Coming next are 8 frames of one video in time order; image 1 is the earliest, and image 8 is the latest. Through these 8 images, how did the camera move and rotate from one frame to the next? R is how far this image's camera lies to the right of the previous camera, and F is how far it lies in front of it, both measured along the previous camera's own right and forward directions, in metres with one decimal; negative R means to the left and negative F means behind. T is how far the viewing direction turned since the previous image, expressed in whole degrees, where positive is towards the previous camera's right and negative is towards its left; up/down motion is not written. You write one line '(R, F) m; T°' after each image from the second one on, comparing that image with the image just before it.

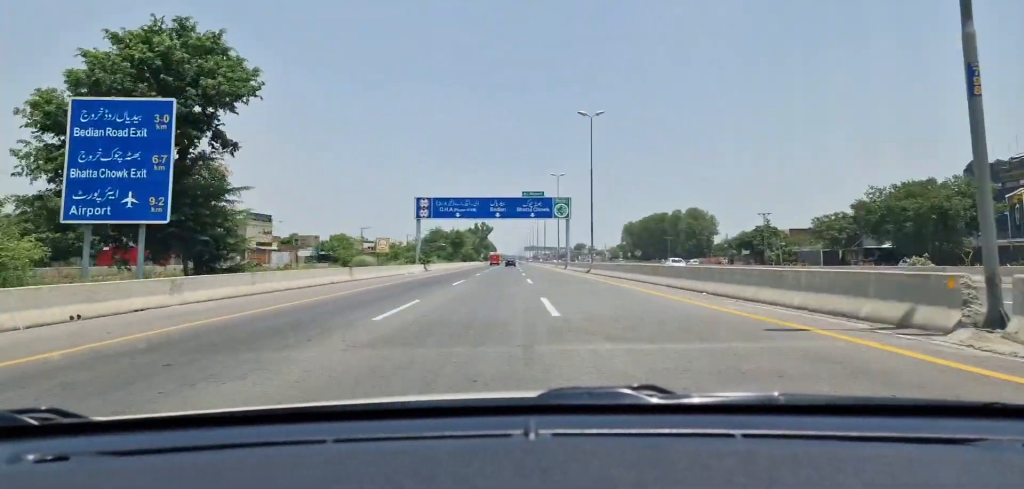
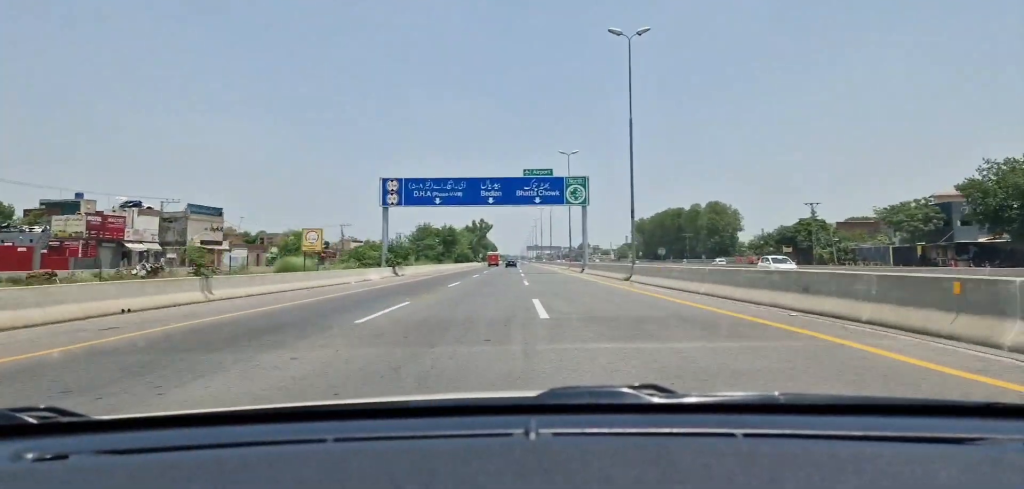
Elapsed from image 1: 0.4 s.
(-0.2, +18.8) m; 0°
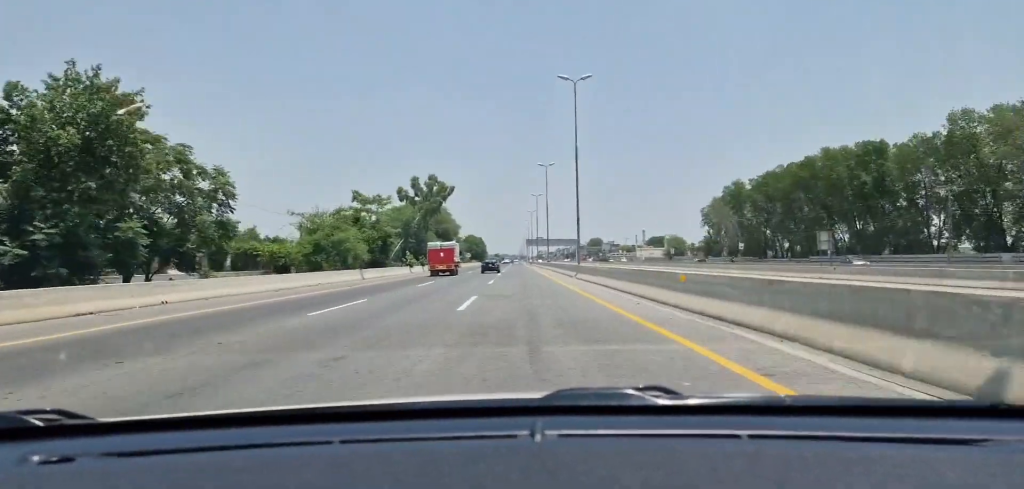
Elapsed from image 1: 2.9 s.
(+0.5, +105.4) m; +1°
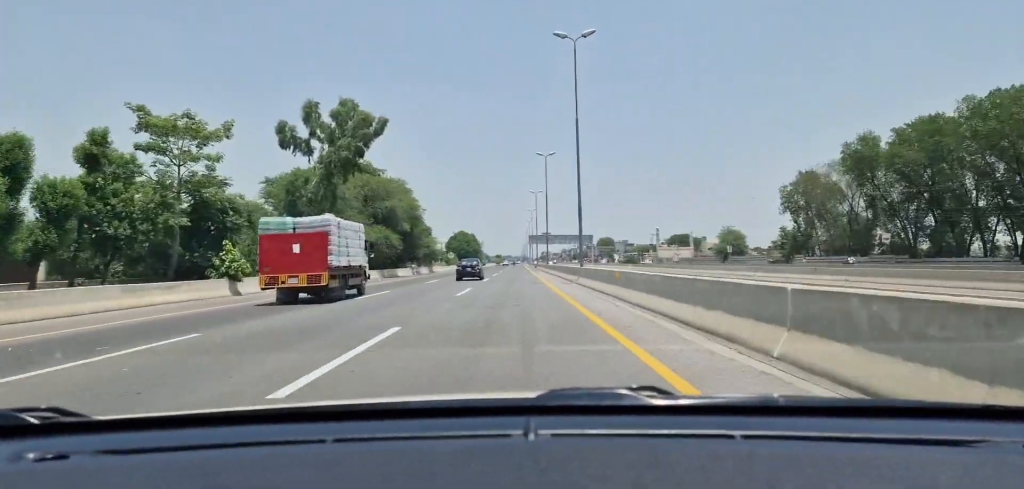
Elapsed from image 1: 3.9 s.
(+0.1, +46.4) m; -1°
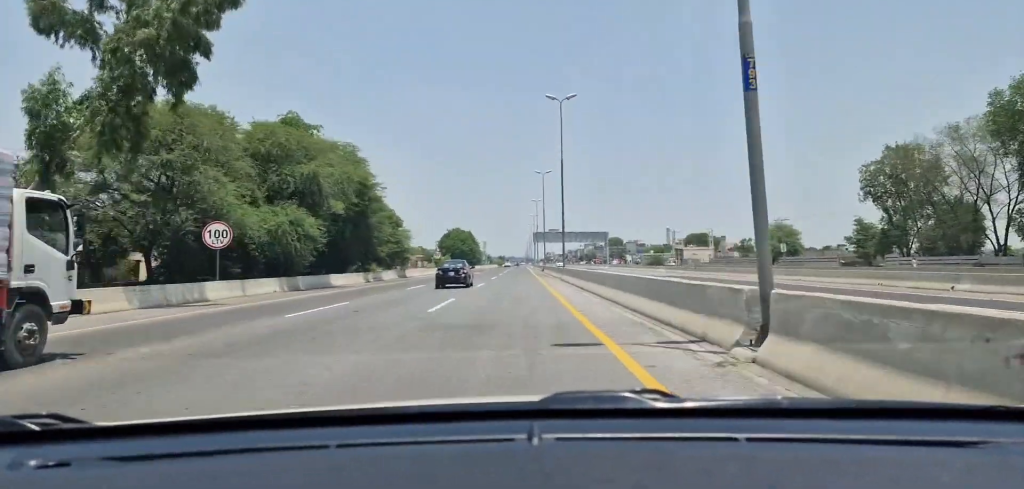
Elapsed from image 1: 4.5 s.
(-0.3, +24.7) m; -1°
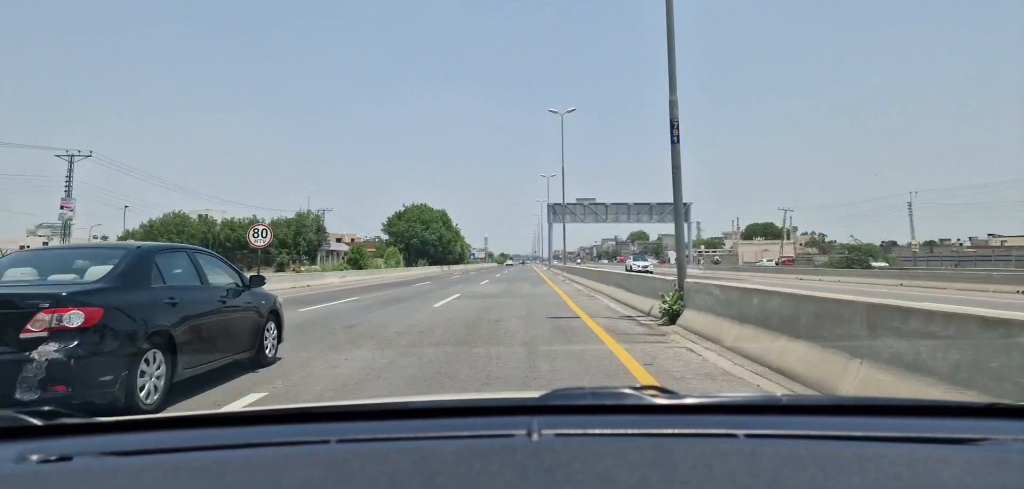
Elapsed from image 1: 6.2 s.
(-0.5, +72.8) m; 0°
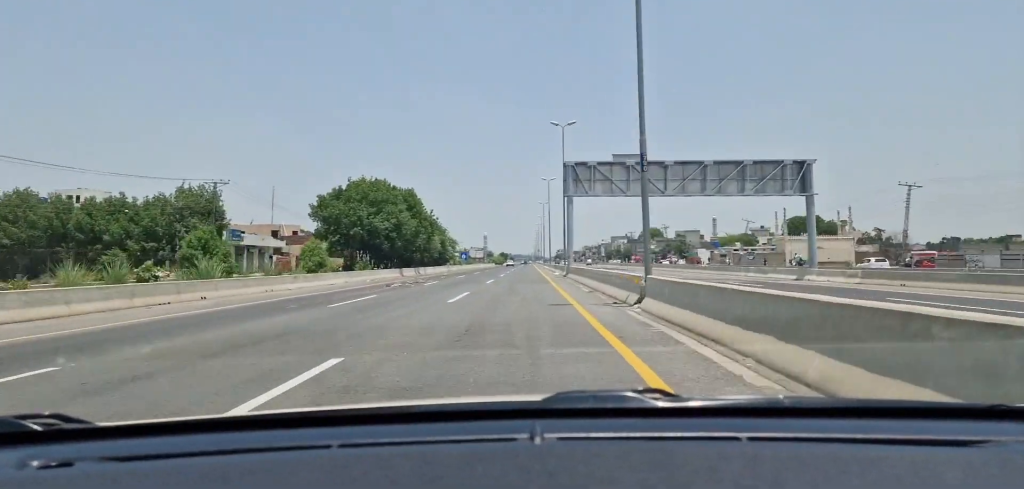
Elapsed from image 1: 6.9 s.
(+0.1, +32.9) m; 0°
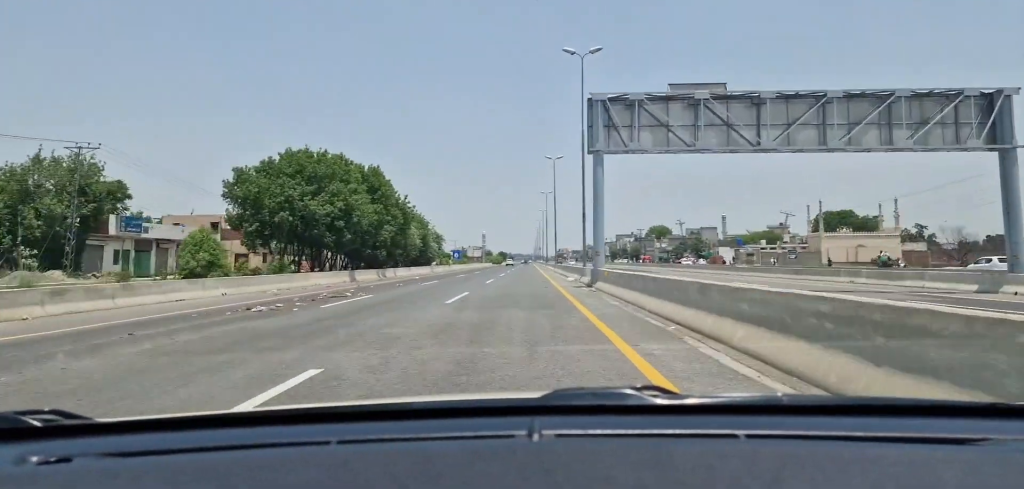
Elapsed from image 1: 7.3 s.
(0.0, +19.1) m; 0°
